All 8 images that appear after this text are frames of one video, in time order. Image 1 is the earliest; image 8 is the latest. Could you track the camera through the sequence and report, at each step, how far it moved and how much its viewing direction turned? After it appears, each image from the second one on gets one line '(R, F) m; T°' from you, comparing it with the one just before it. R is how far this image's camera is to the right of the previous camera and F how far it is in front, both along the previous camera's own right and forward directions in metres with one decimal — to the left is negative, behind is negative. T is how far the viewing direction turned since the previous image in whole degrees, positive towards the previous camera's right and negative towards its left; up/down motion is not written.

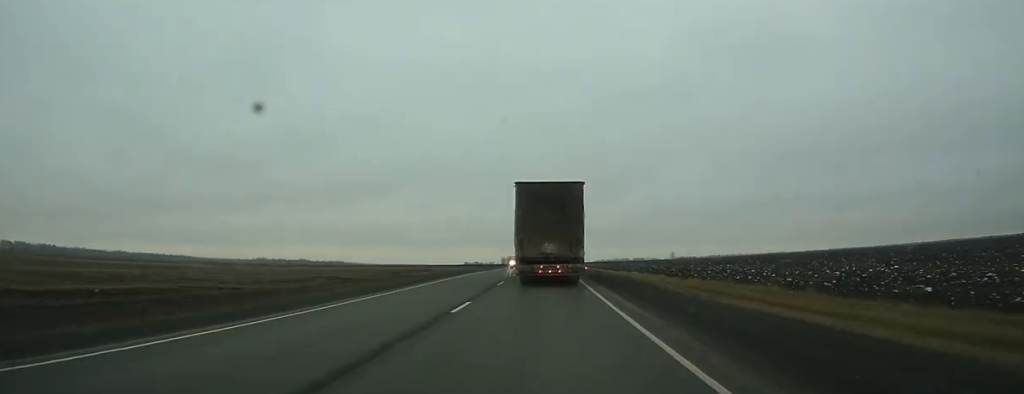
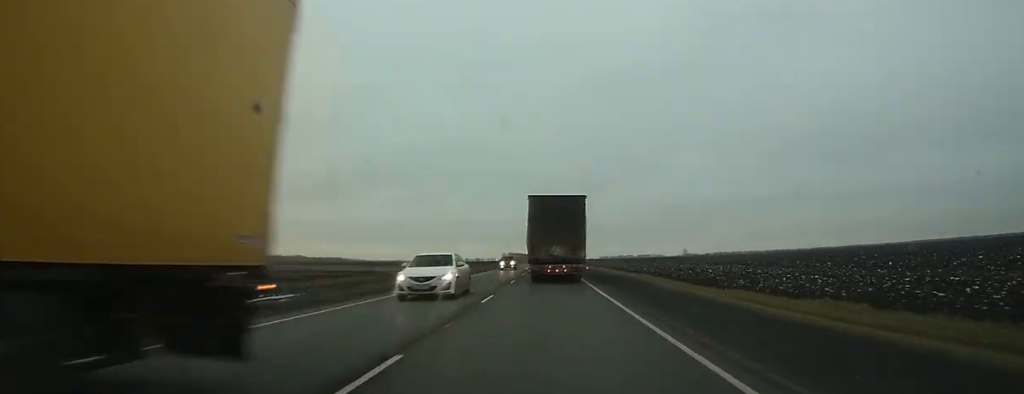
(-0.1, +55.0) m; 0°
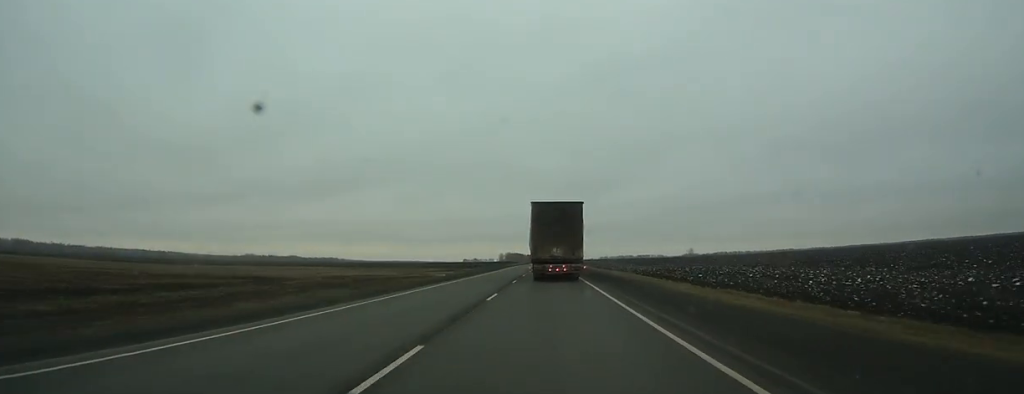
(-0.2, +36.1) m; 0°
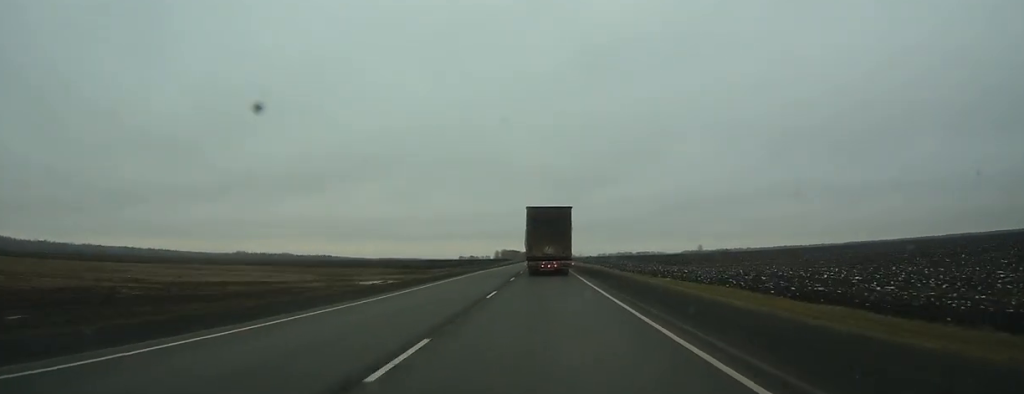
(+0.1, +47.0) m; 0°
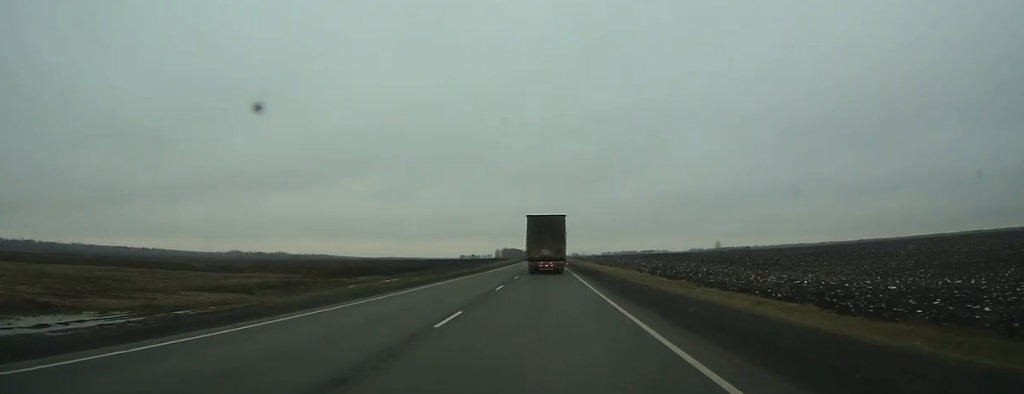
(0.0, +50.2) m; 0°
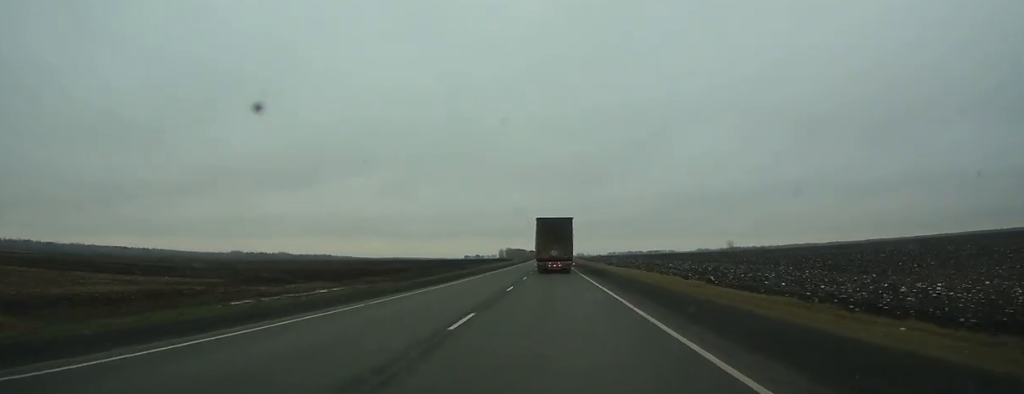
(+0.1, +21.2) m; 0°
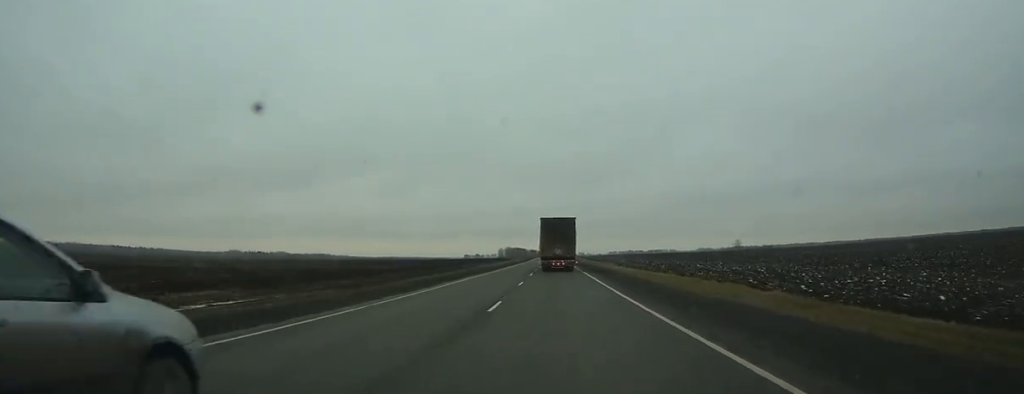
(0.0, +18.7) m; 0°
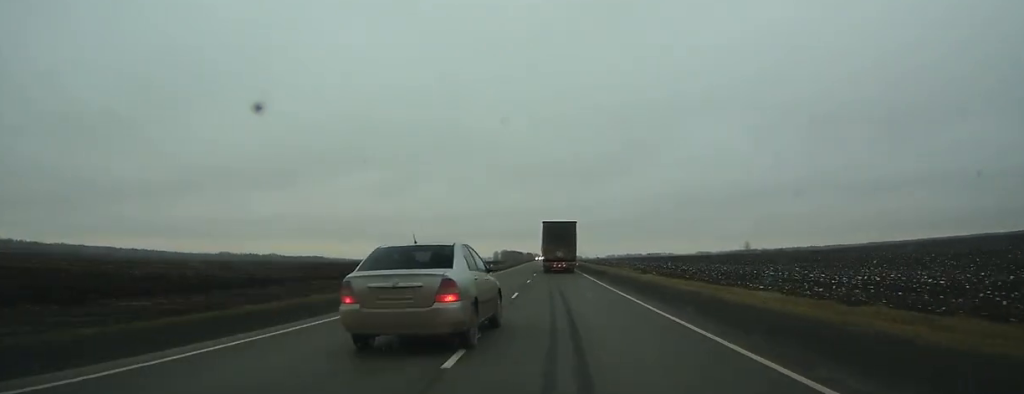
(0.0, +28.4) m; 0°
